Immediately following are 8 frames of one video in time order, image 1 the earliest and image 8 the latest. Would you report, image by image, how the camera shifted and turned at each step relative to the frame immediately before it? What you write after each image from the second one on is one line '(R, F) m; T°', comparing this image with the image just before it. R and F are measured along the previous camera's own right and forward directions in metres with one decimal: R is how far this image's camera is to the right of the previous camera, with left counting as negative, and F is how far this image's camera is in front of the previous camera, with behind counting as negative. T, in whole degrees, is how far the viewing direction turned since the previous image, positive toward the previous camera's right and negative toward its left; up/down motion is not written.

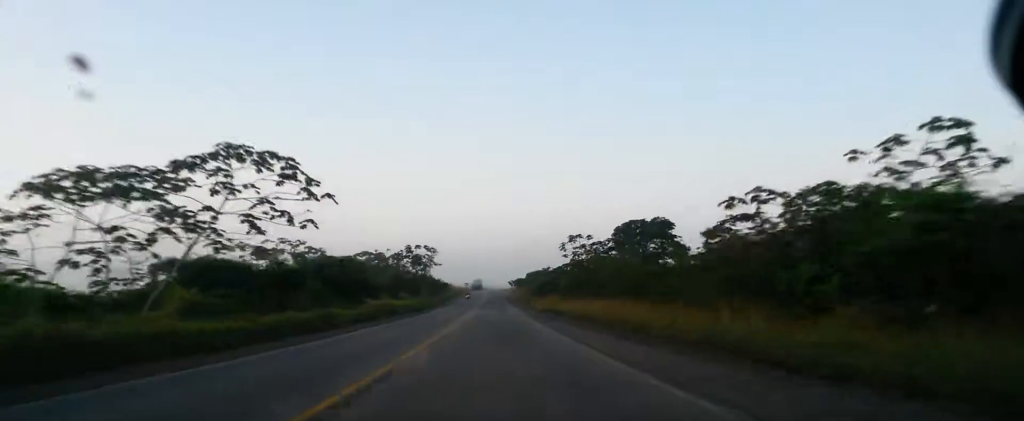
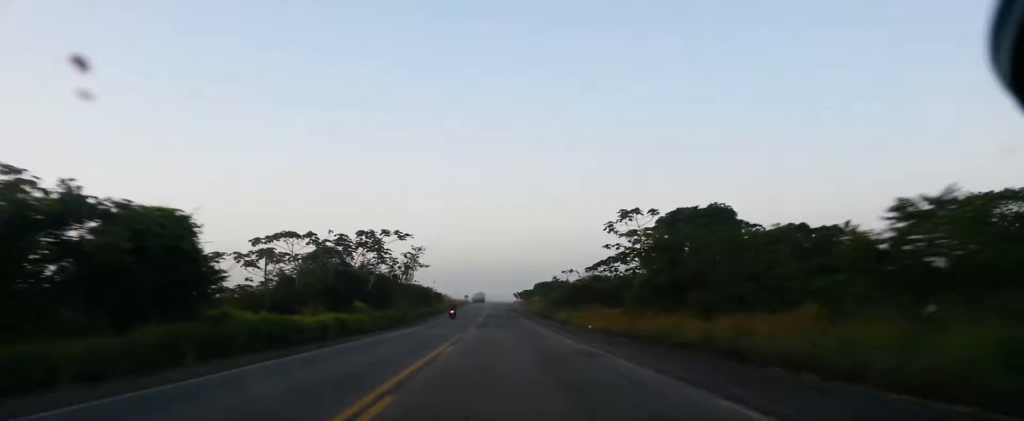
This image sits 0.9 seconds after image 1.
(+0.1, +33.0) m; 0°
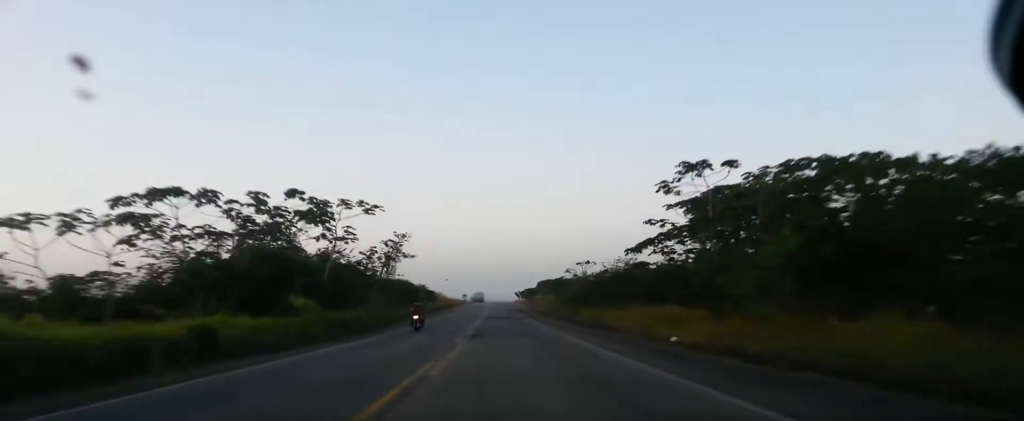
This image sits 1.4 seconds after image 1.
(0.0, +17.5) m; 0°
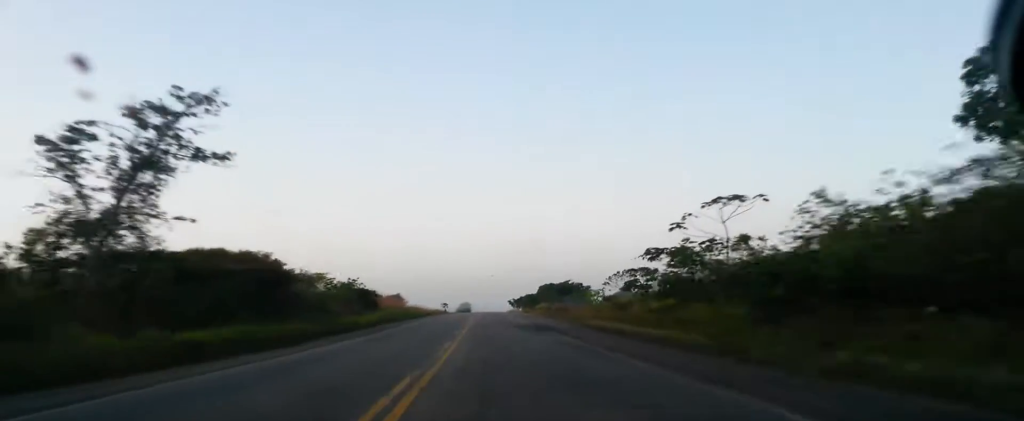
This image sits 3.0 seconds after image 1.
(0.0, +54.0) m; 0°
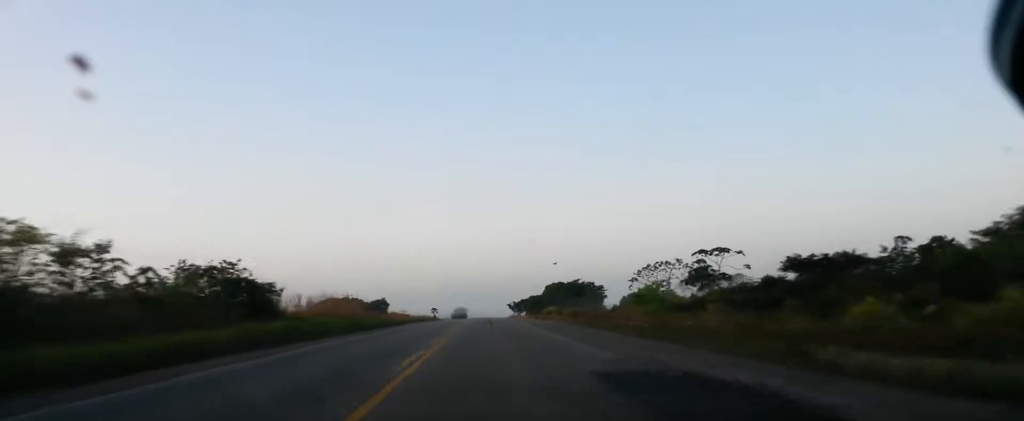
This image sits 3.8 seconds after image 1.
(0.0, +30.4) m; 0°
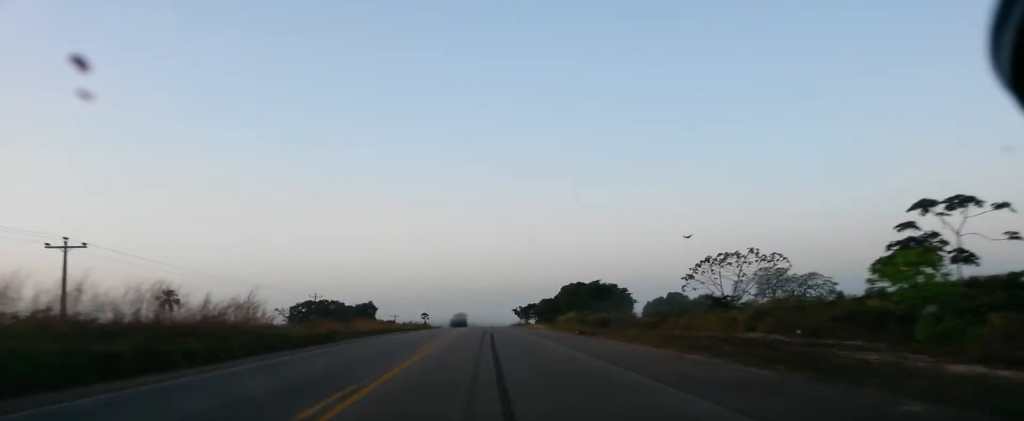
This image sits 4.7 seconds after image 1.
(0.0, +28.7) m; 0°
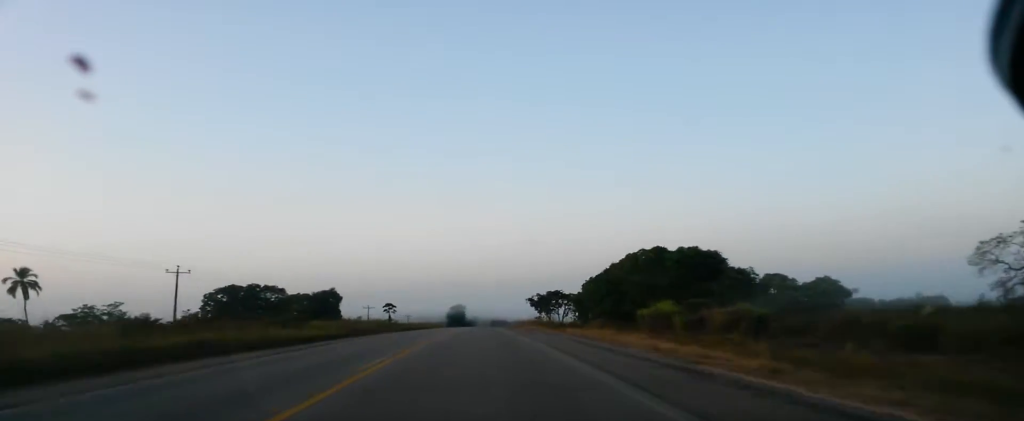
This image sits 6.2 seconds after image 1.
(0.0, +53.6) m; 0°
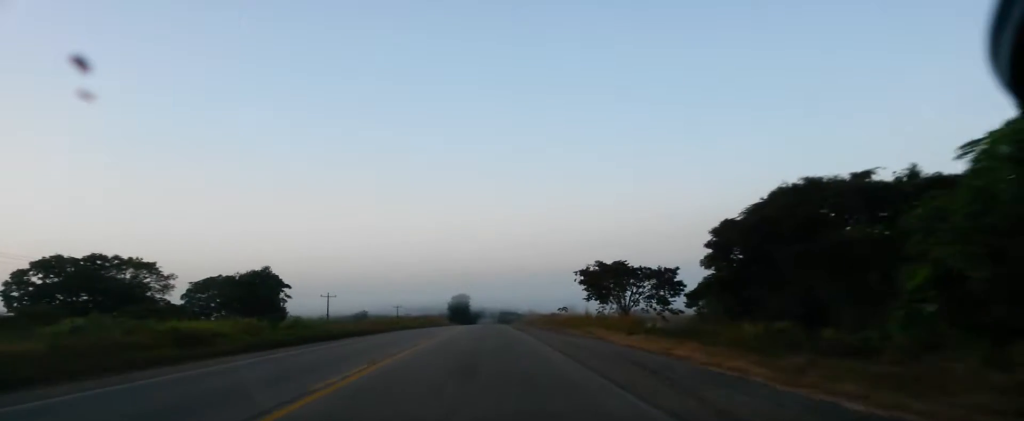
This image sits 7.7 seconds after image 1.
(+0.4, +52.8) m; +1°
